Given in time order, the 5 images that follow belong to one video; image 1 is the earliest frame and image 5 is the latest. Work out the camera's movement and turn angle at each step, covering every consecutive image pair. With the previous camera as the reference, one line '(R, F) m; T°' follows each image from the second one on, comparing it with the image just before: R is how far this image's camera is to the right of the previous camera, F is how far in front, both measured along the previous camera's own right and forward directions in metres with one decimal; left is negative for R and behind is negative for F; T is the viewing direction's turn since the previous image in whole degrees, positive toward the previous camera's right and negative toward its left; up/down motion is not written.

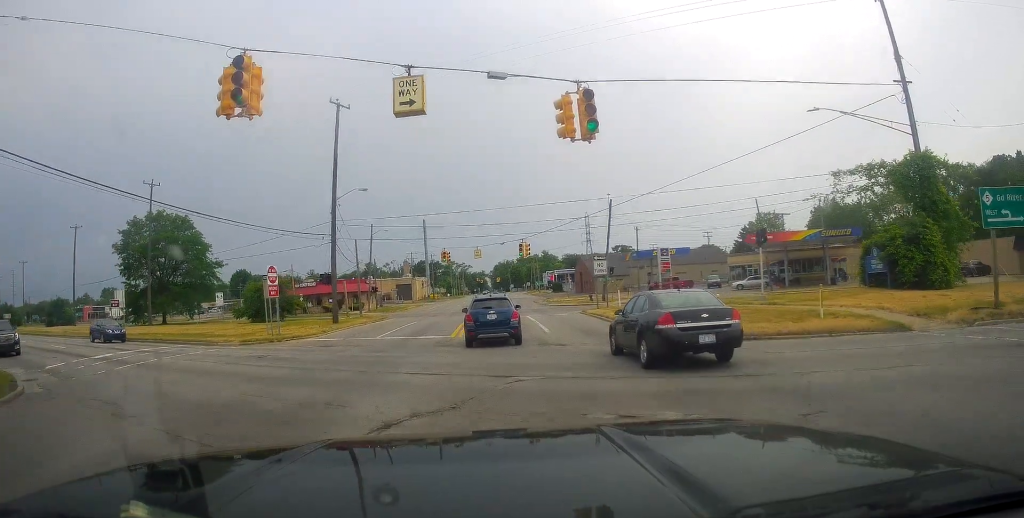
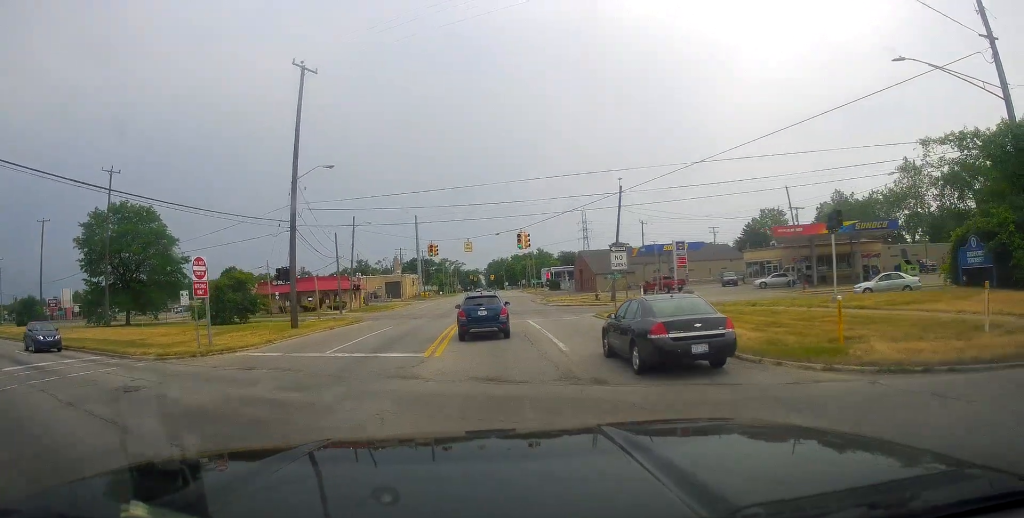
(0.0, +6.7) m; 0°
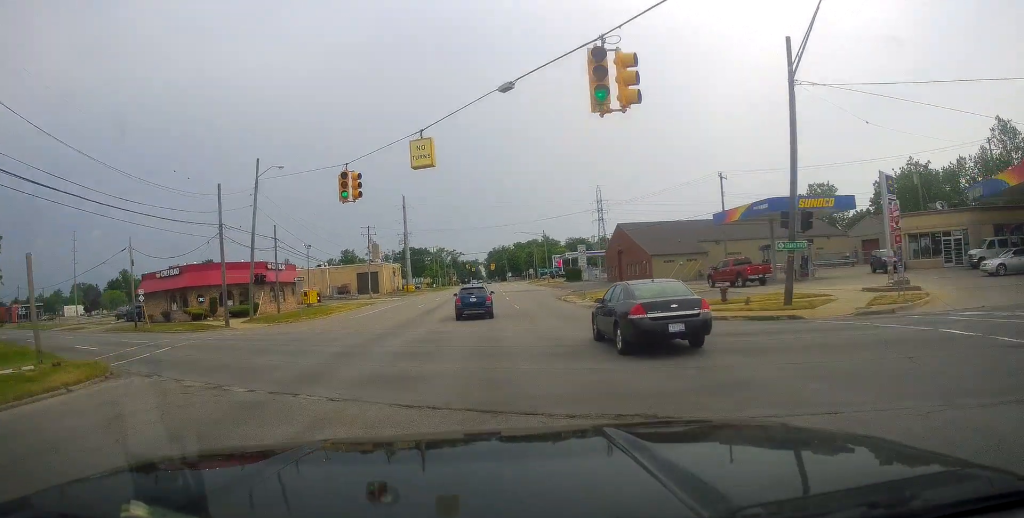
(-0.2, +30.5) m; -4°
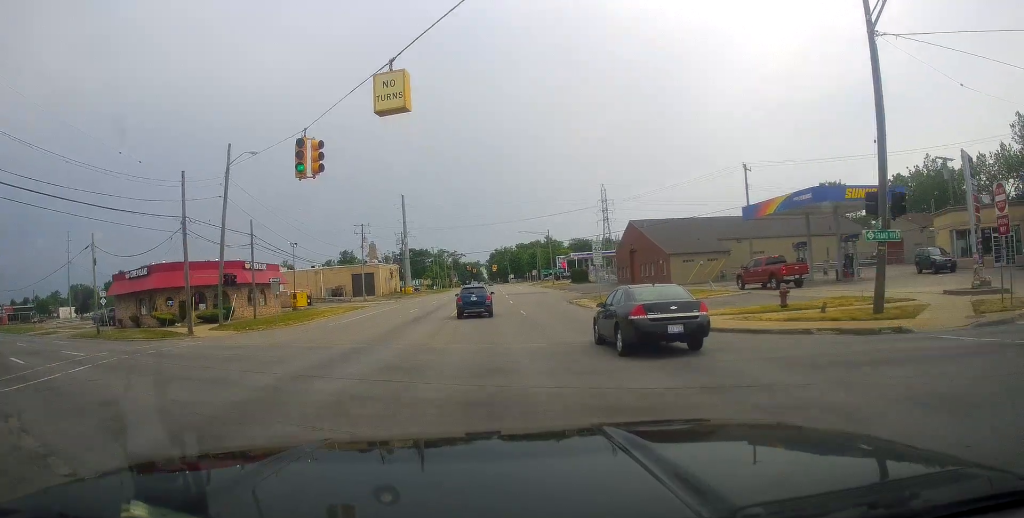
(-0.3, +5.5) m; 0°
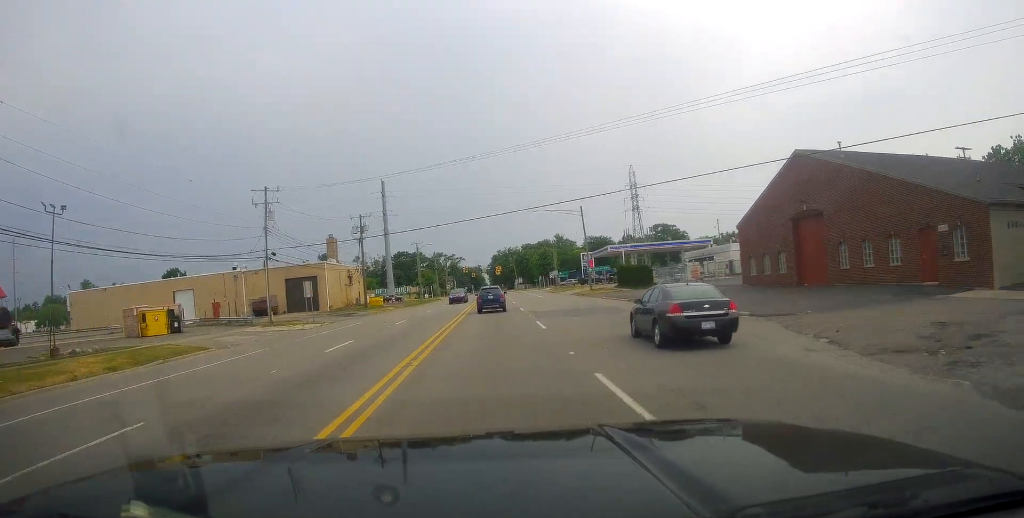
(+1.6, +37.8) m; +2°
